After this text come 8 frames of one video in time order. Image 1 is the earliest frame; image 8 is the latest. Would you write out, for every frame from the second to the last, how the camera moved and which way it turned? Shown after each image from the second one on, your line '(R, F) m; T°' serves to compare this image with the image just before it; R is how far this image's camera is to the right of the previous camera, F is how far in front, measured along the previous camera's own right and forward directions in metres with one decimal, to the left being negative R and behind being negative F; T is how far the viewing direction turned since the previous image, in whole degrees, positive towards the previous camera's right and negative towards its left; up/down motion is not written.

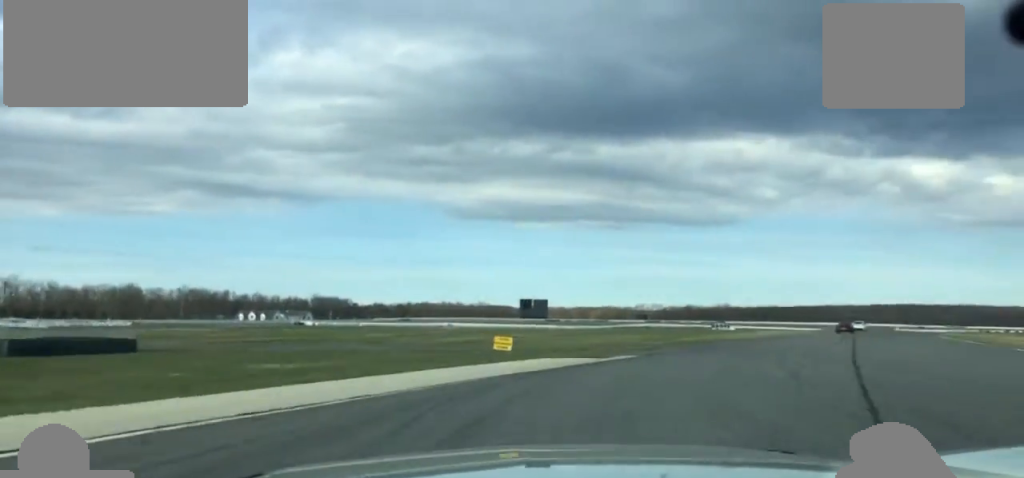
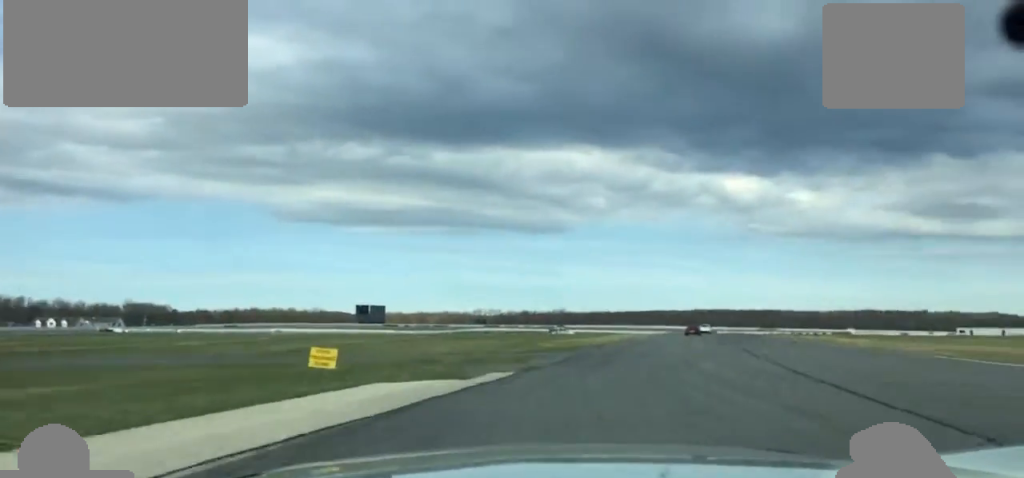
(+3.0, +9.0) m; +12°
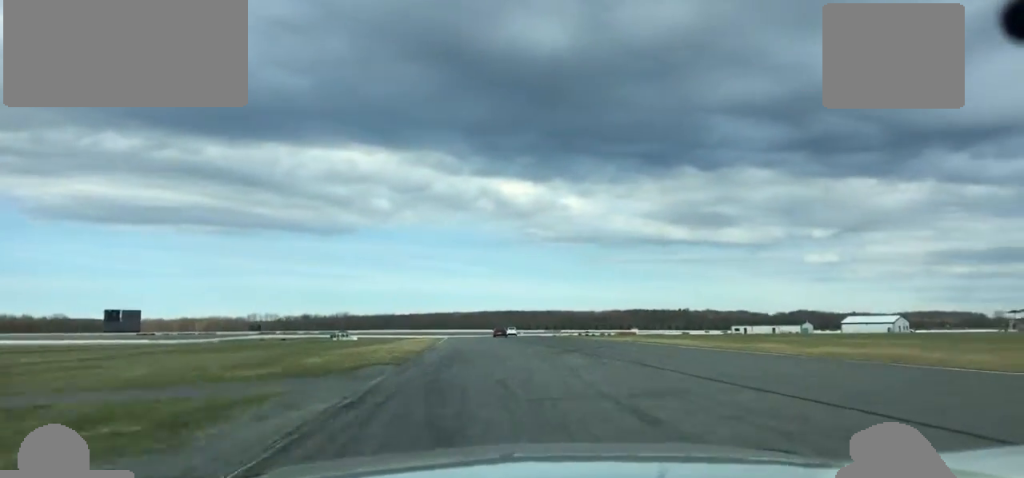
(+3.3, +20.8) m; +11°
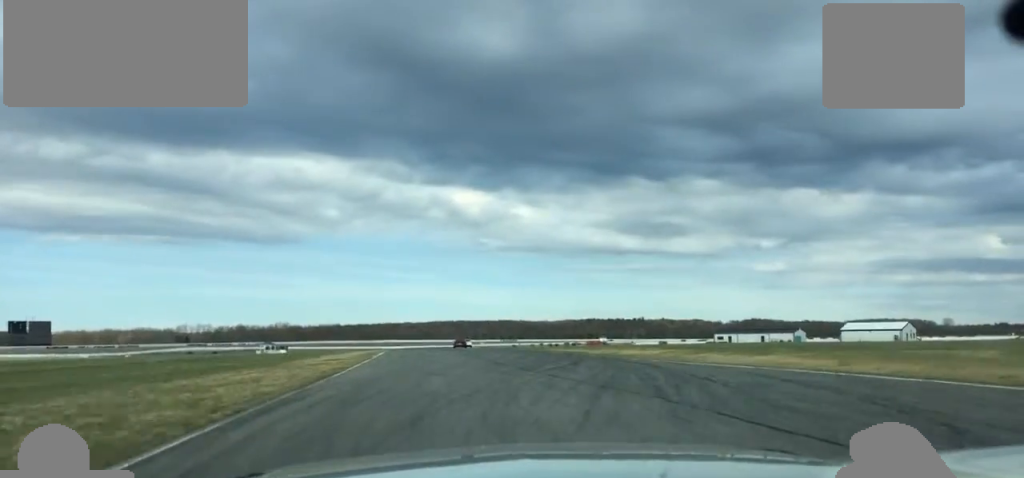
(+1.4, +36.6) m; +4°
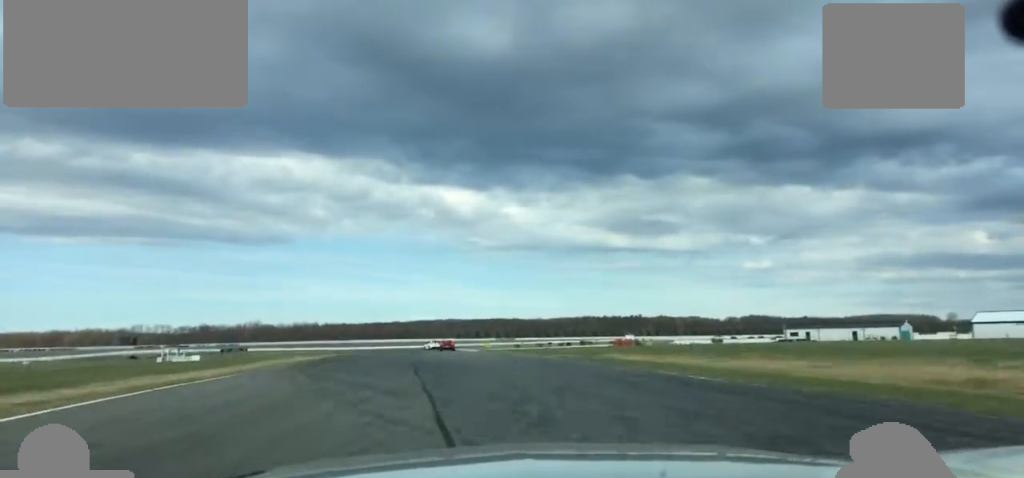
(+1.7, +62.8) m; +2°
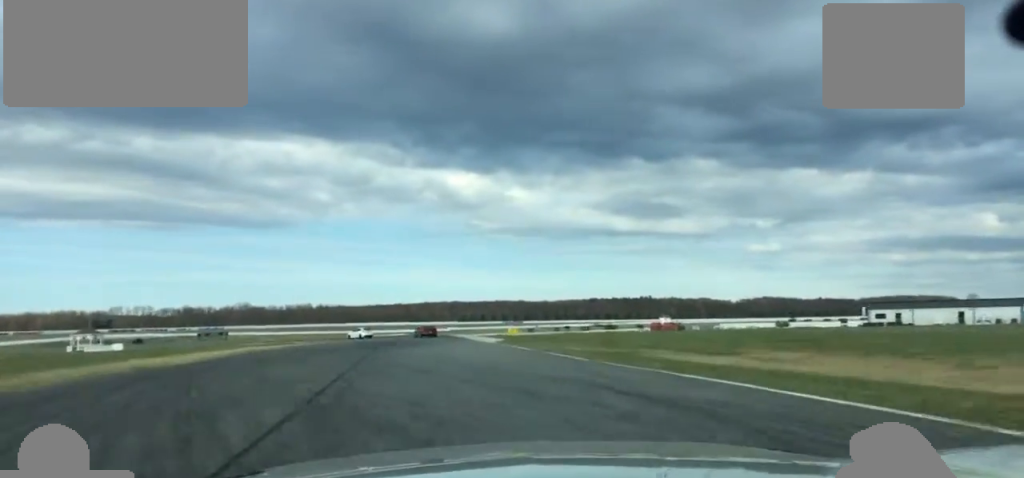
(-0.4, +32.9) m; 0°
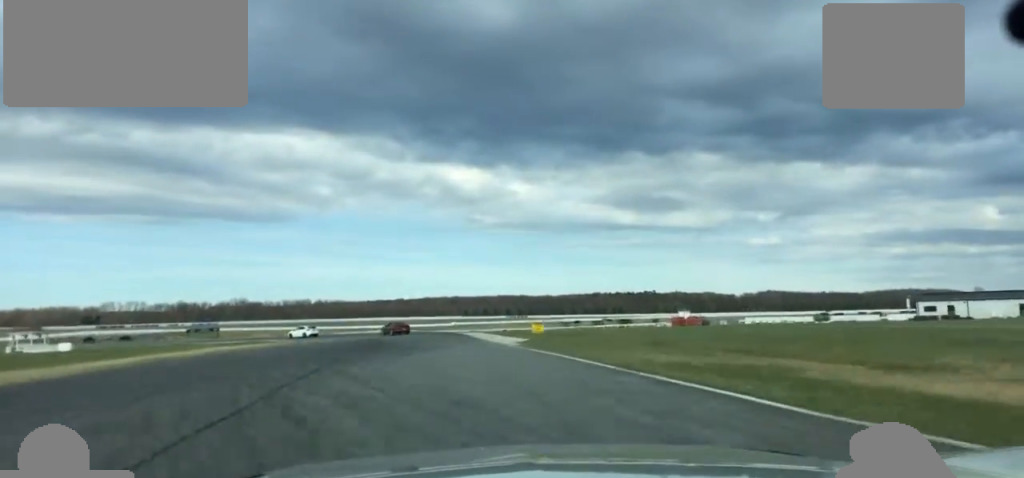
(+0.1, +13.9) m; 0°
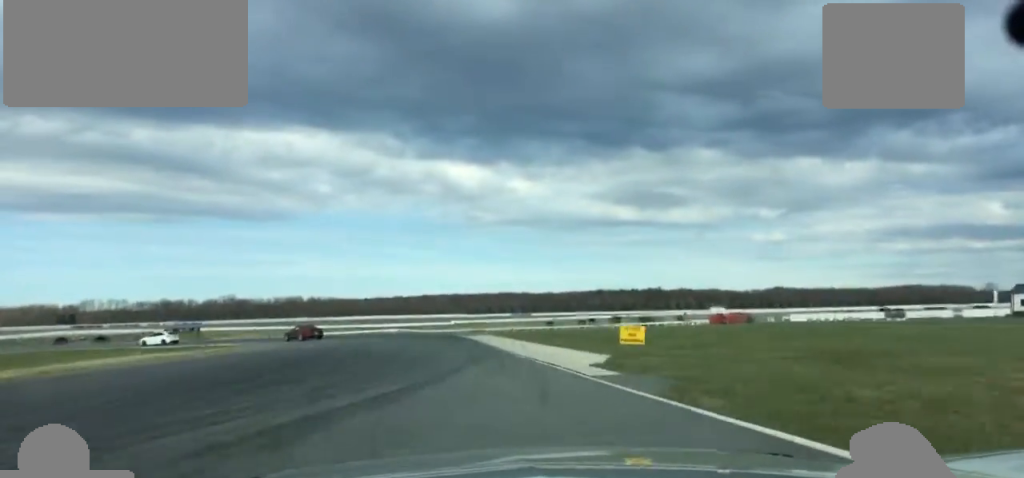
(+0.1, +22.1) m; 0°
